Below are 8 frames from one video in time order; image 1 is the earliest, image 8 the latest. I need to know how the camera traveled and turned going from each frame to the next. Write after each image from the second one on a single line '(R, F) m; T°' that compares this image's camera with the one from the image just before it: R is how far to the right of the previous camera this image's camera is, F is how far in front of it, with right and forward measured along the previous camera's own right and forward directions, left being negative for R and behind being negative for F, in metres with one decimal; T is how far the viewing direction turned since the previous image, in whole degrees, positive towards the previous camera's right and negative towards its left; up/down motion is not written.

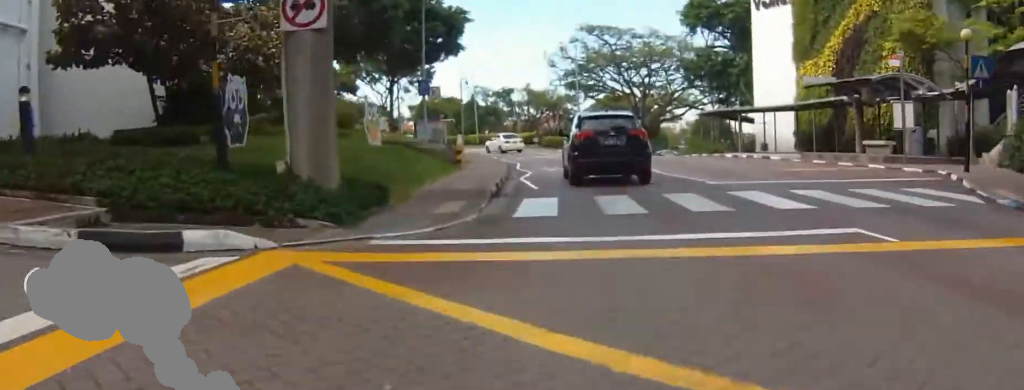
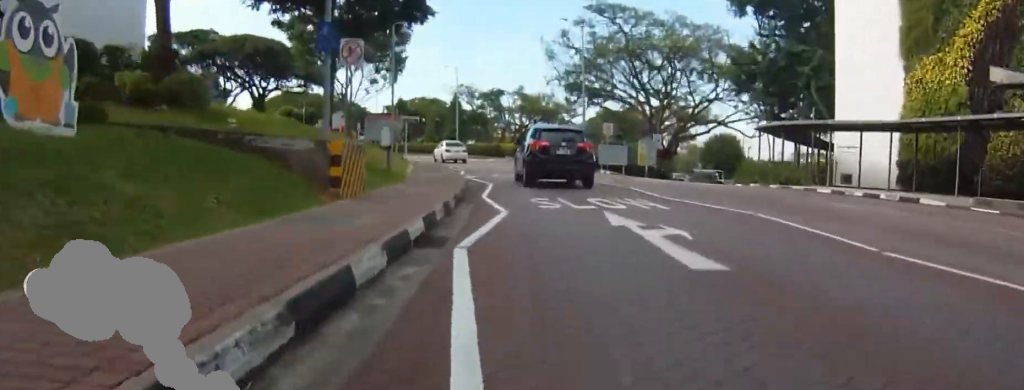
(-0.1, +15.0) m; +2°
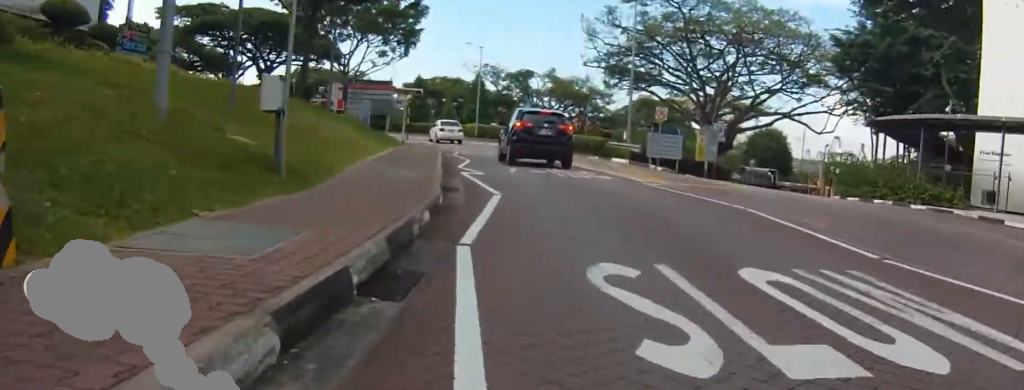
(+0.9, +7.6) m; +14°
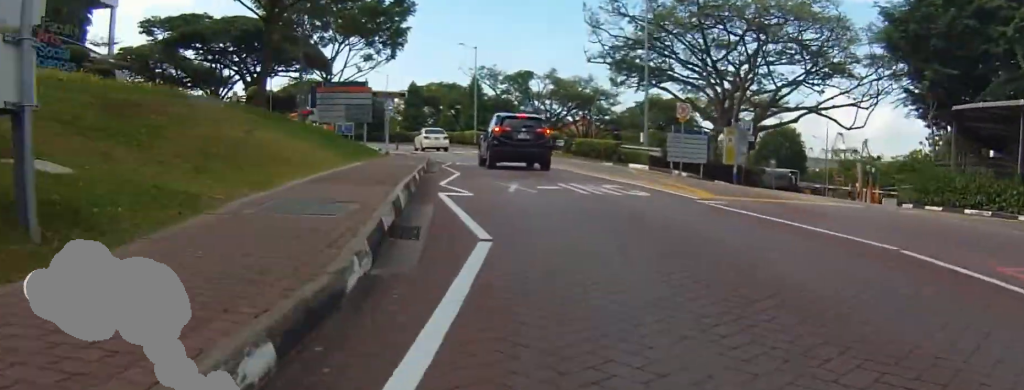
(+0.5, +3.7) m; +2°
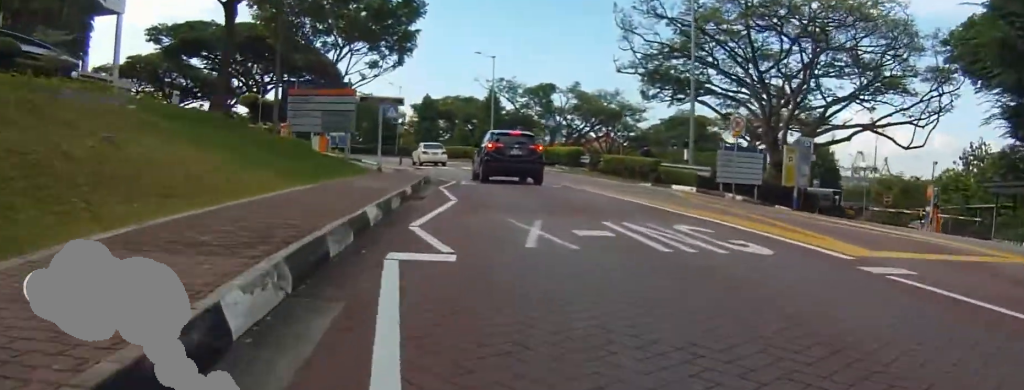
(+0.3, +4.4) m; +2°
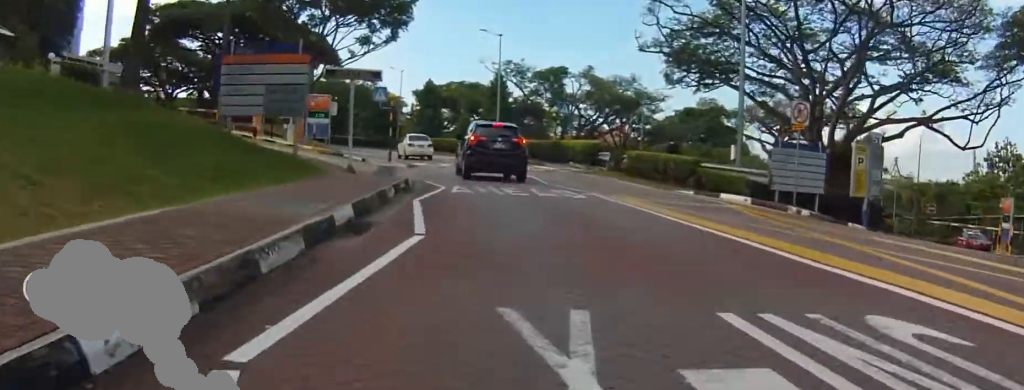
(-0.1, +5.4) m; -4°
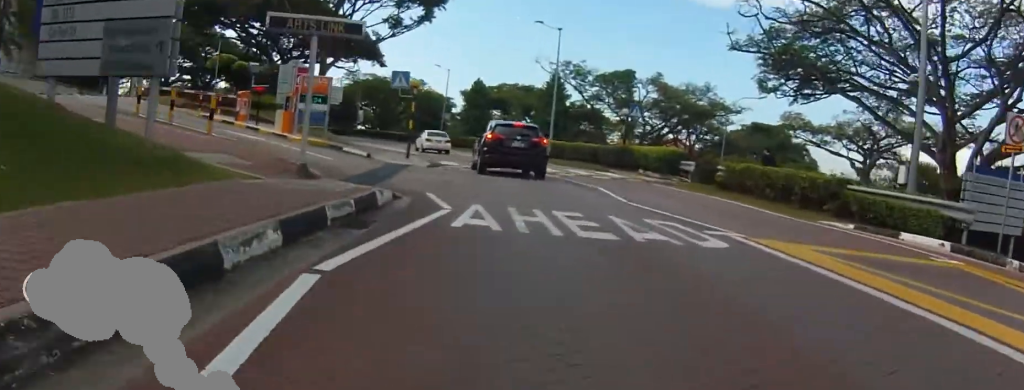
(-0.5, +8.1) m; -9°
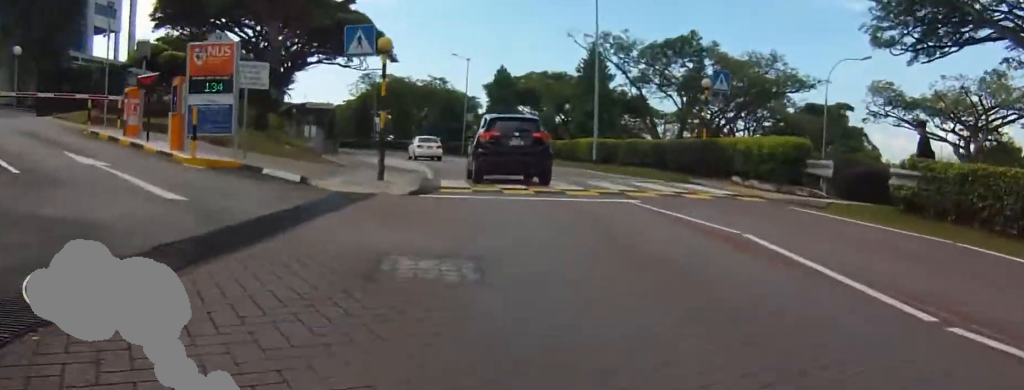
(-1.2, +9.4) m; -18°
